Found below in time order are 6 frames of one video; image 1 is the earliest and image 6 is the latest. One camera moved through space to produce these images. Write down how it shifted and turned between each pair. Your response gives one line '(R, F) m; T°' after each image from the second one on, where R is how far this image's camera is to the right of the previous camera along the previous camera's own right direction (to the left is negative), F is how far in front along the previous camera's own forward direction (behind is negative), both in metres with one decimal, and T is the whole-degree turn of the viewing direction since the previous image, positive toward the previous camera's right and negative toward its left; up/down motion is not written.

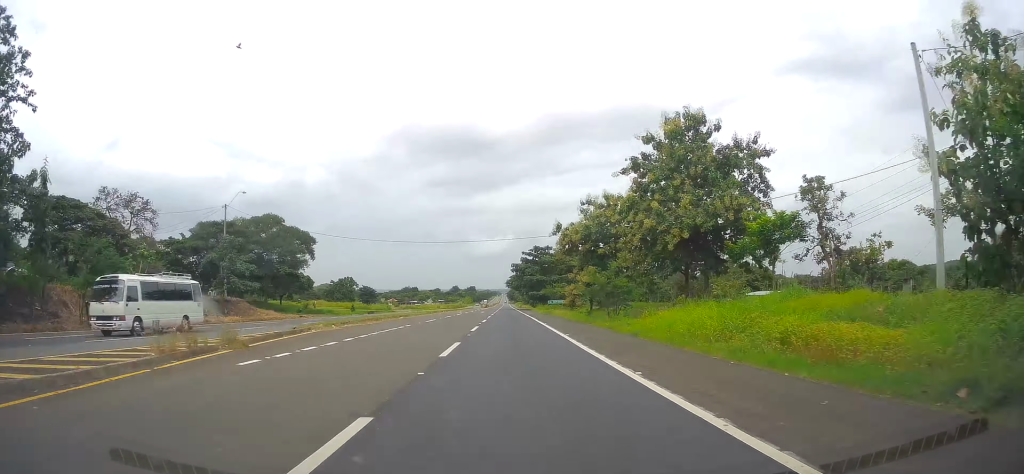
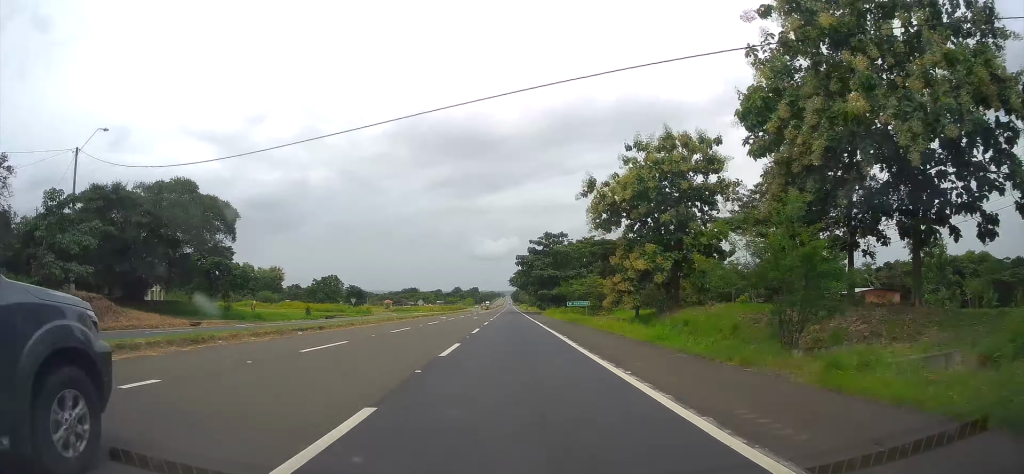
(+0.2, +24.1) m; 0°
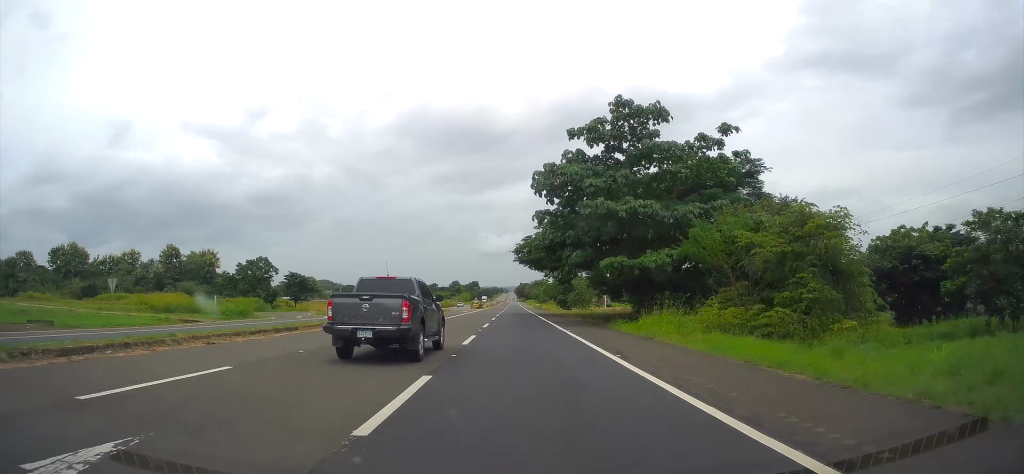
(-0.7, +58.2) m; -1°
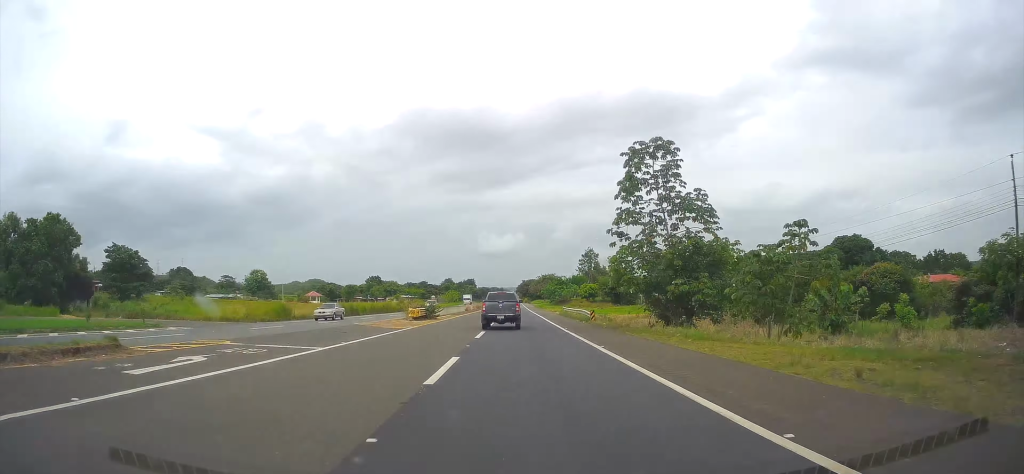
(-0.2, +69.1) m; 0°
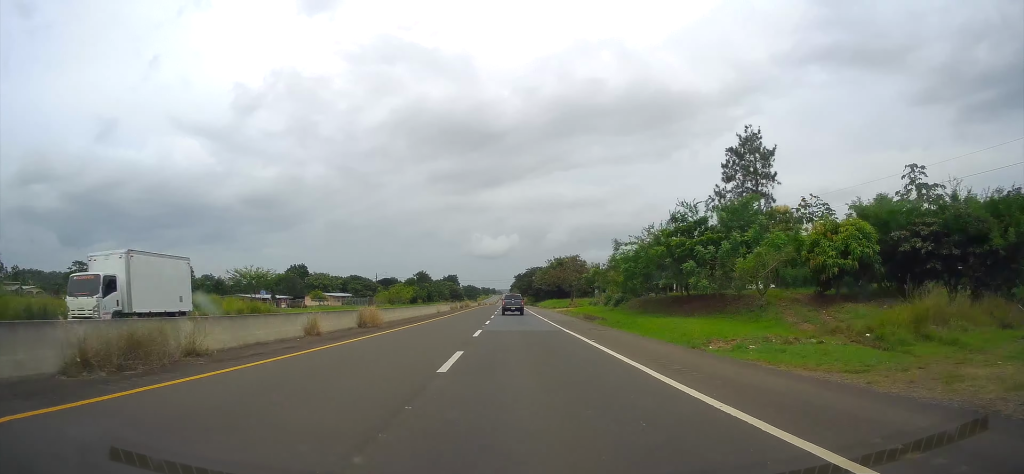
(+0.5, +96.7) m; 0°
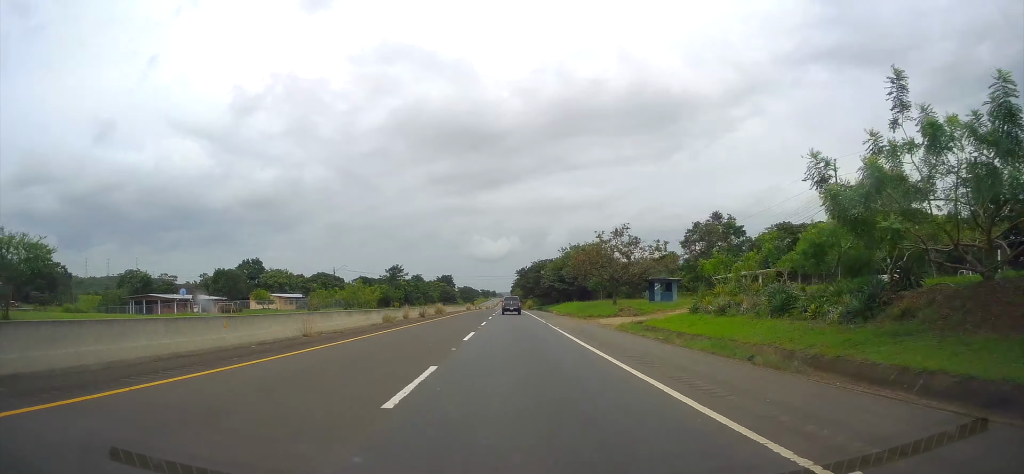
(0.0, +36.3) m; 0°
